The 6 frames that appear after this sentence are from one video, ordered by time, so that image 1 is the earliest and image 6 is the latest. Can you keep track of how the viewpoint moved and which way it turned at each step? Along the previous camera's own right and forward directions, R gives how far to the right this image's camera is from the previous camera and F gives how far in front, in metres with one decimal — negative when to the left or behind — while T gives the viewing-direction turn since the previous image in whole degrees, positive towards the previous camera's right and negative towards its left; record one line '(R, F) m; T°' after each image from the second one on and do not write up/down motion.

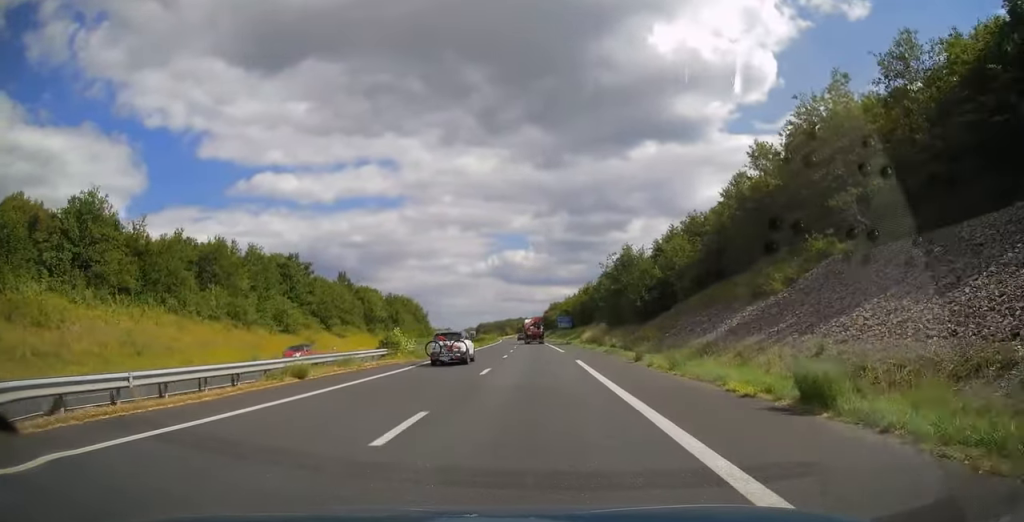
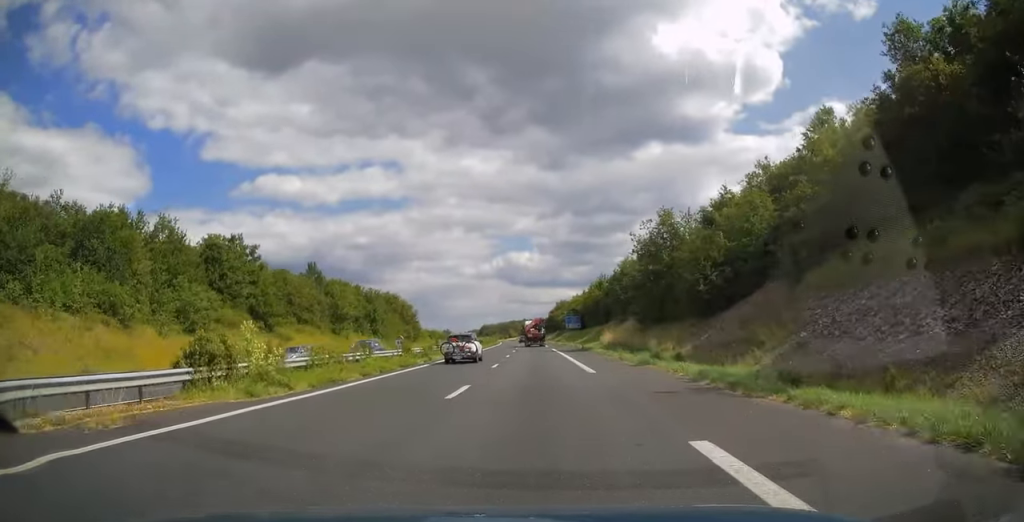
(-0.2, +21.0) m; 0°
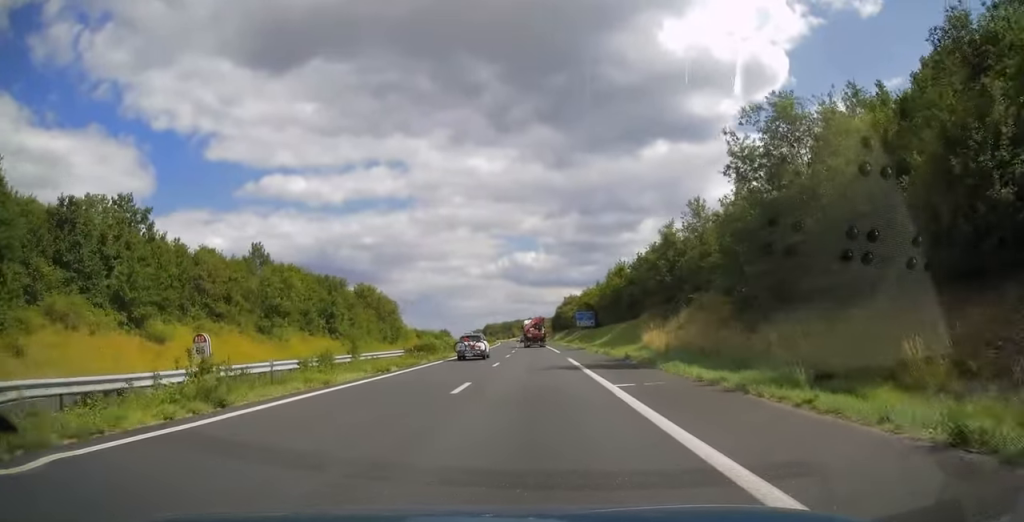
(-0.1, +24.8) m; -1°
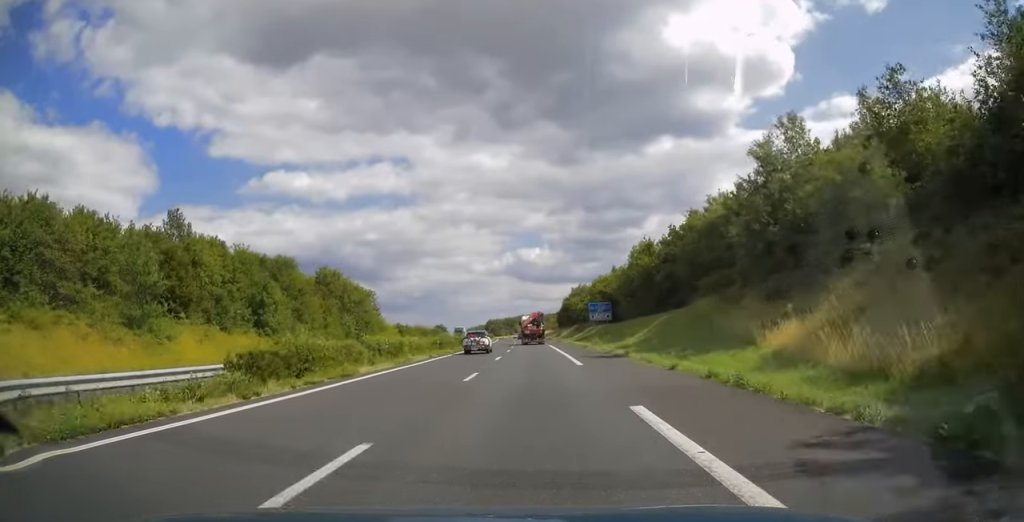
(-0.1, +23.1) m; -1°
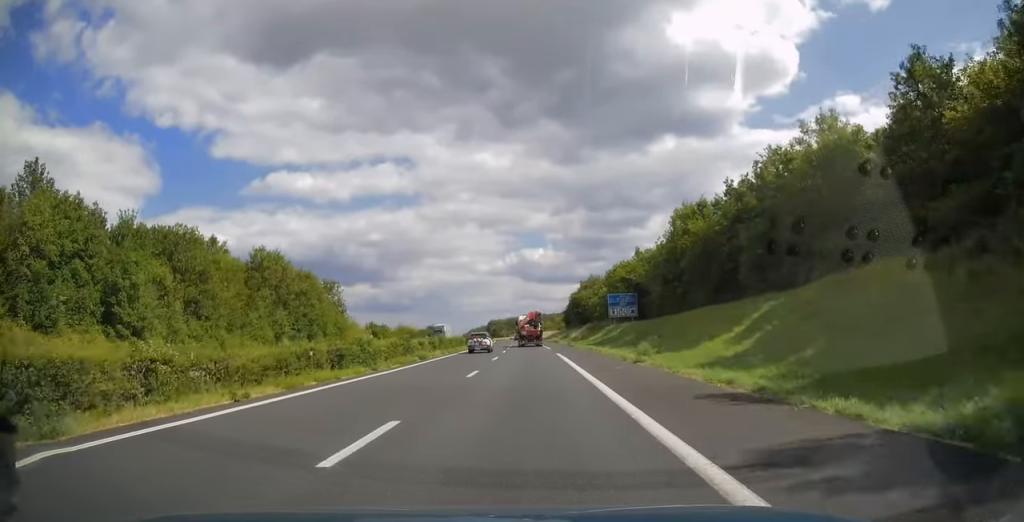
(-0.1, +24.5) m; -1°
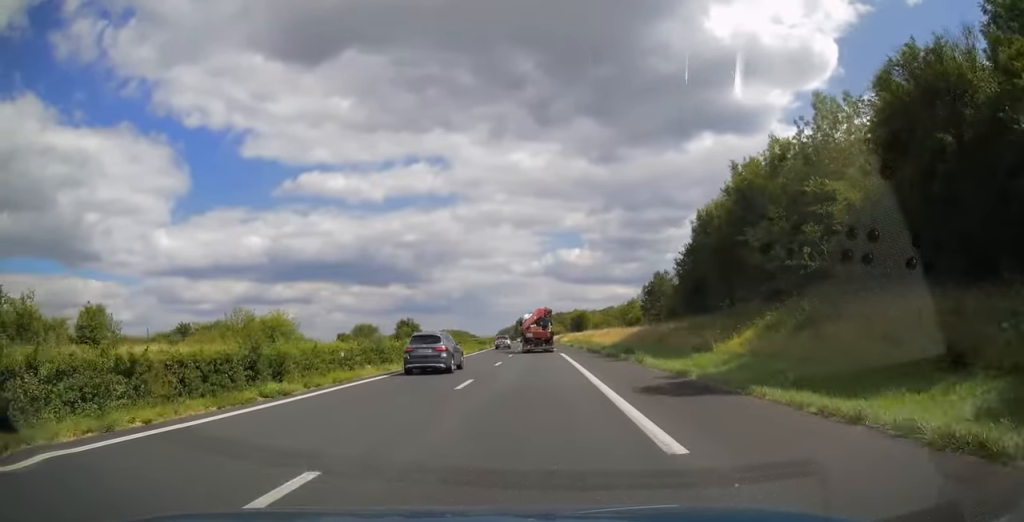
(-3.3, +95.6) m; -3°
